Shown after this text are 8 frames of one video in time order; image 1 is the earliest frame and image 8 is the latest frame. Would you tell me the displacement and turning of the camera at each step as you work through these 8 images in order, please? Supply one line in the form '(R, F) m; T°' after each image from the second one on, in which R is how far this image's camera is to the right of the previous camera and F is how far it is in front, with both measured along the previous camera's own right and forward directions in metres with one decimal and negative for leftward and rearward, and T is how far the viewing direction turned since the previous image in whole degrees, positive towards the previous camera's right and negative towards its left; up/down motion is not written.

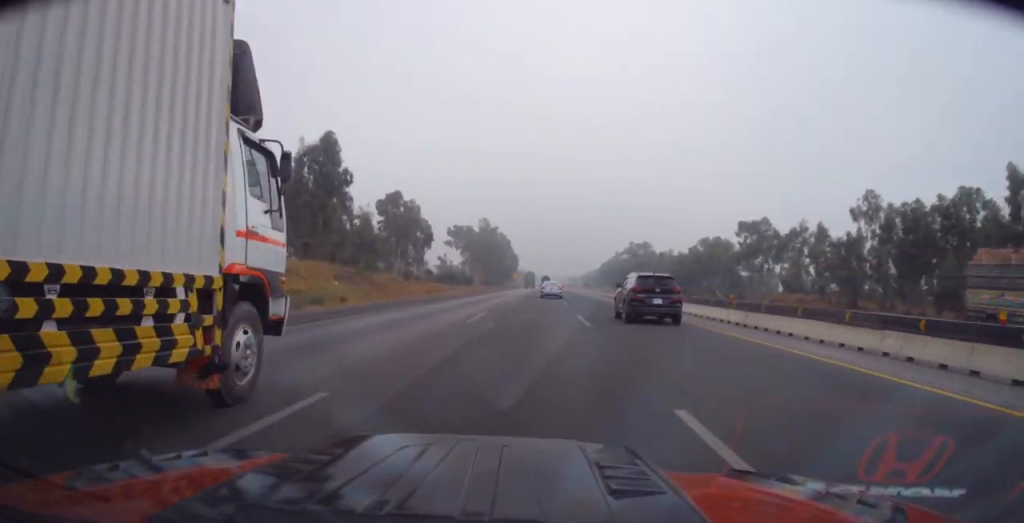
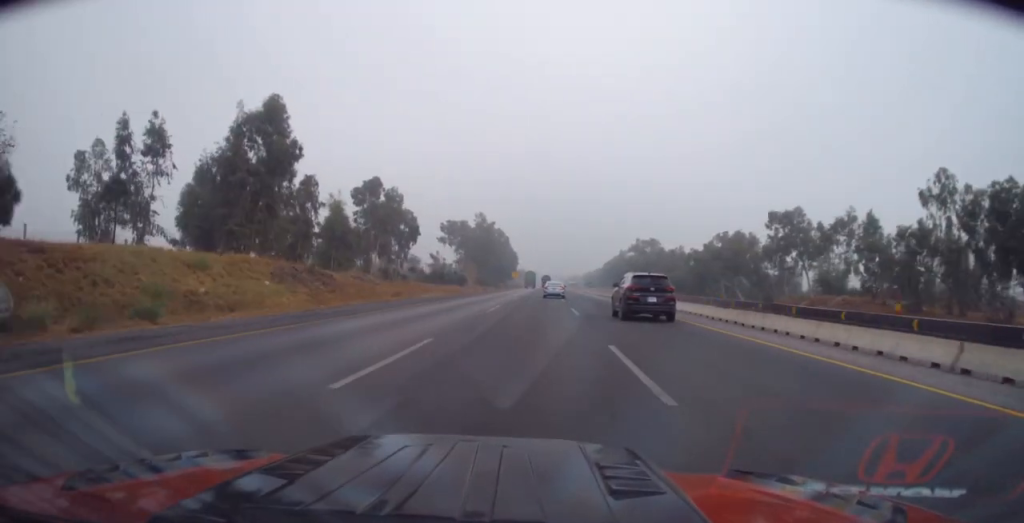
(+0.3, +11.8) m; 0°
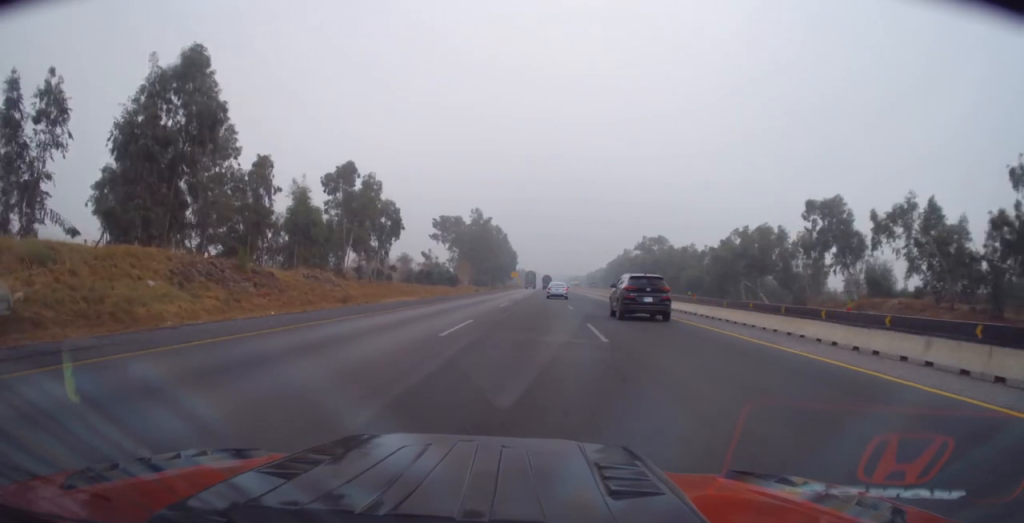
(-0.4, +11.0) m; 0°
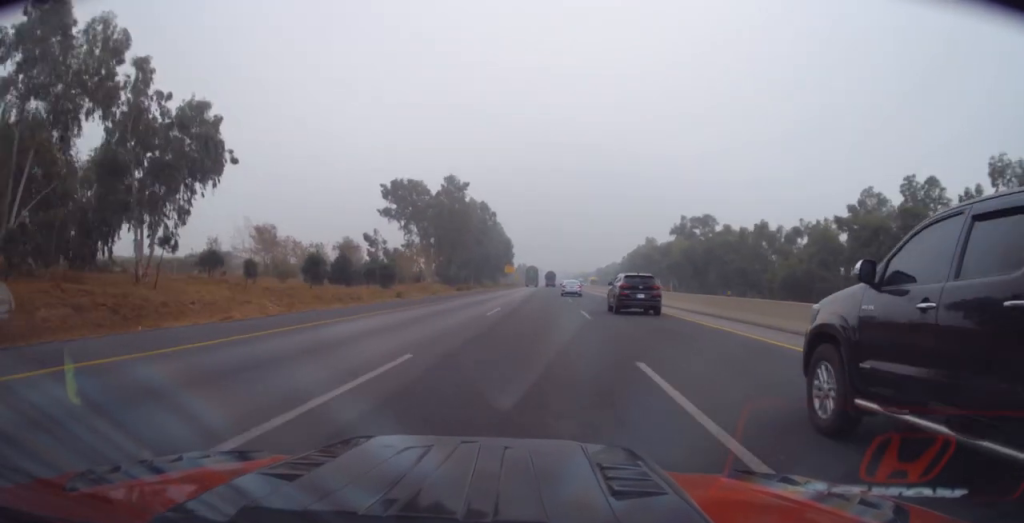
(-0.2, +45.8) m; +1°
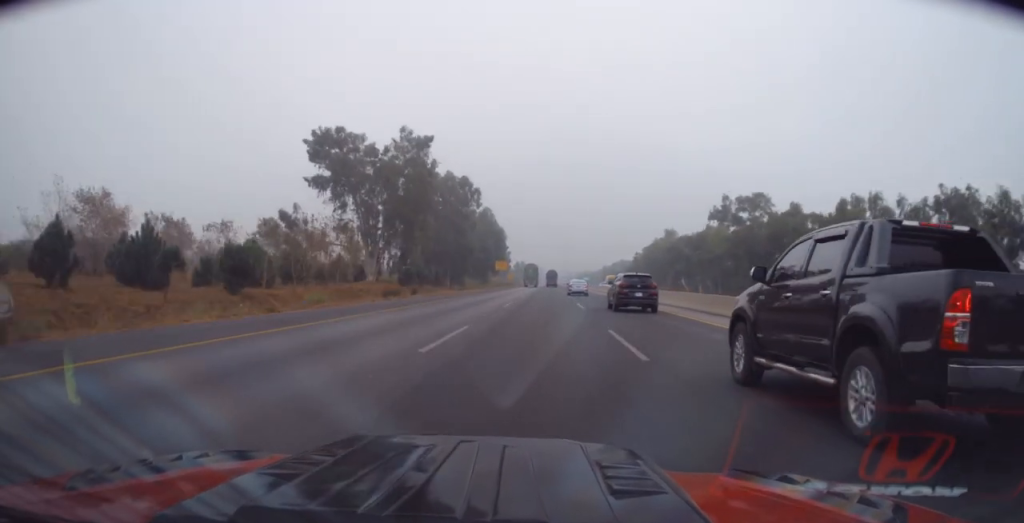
(+0.3, +30.1) m; -1°
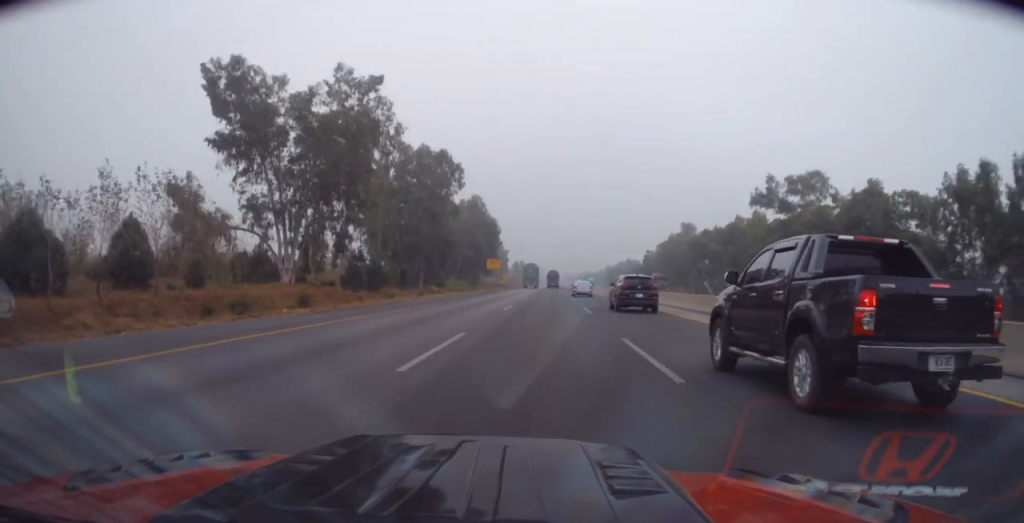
(-0.6, +20.0) m; -1°
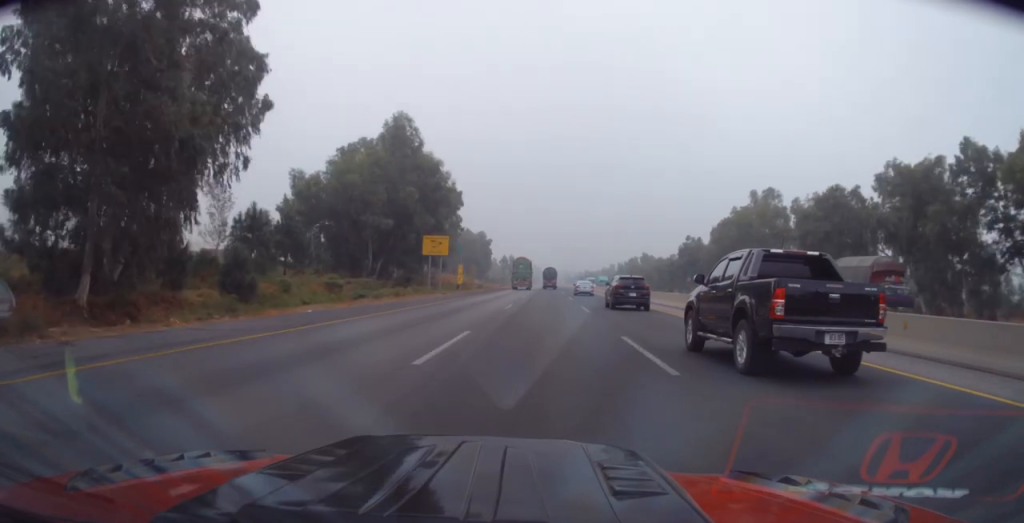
(+0.7, +53.4) m; +1°
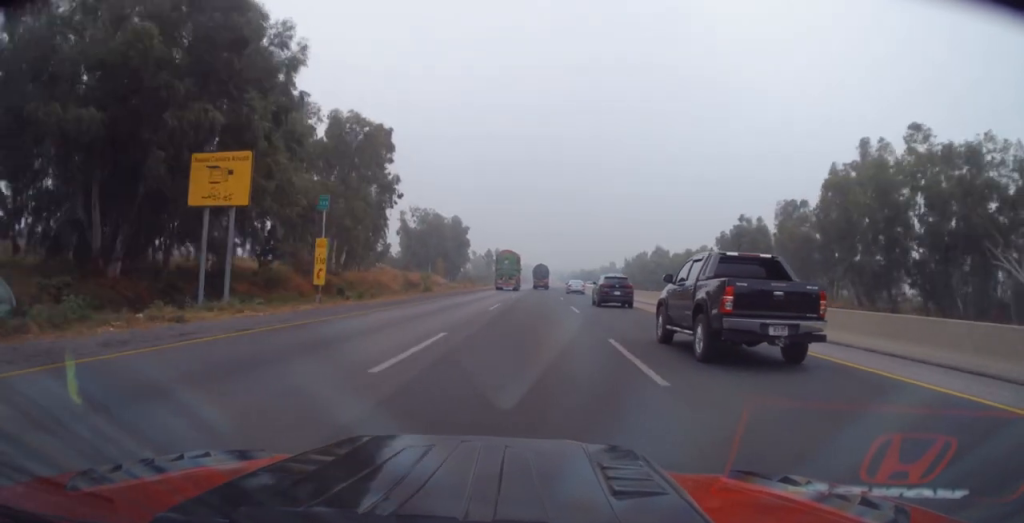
(+0.3, +37.7) m; +1°
